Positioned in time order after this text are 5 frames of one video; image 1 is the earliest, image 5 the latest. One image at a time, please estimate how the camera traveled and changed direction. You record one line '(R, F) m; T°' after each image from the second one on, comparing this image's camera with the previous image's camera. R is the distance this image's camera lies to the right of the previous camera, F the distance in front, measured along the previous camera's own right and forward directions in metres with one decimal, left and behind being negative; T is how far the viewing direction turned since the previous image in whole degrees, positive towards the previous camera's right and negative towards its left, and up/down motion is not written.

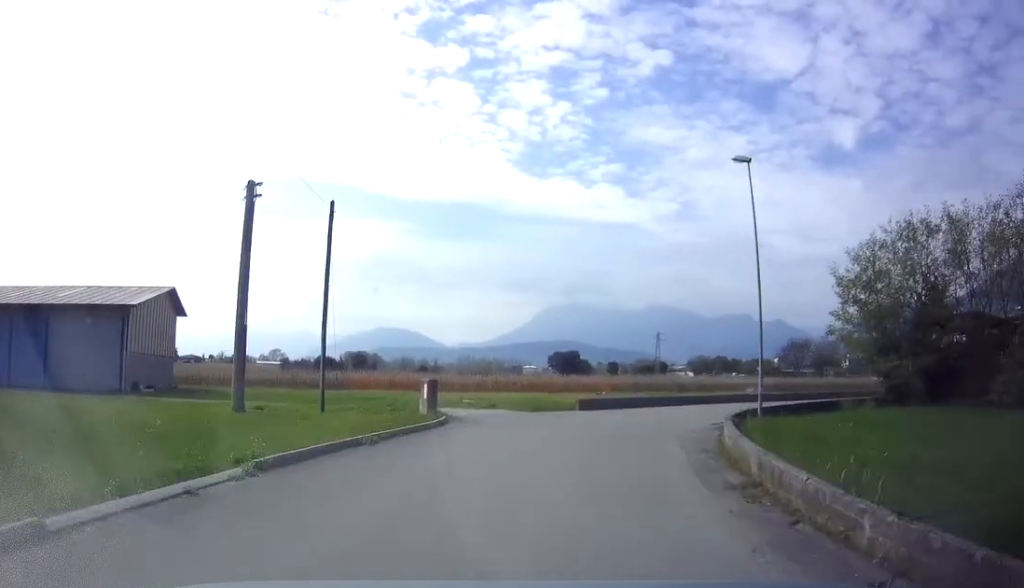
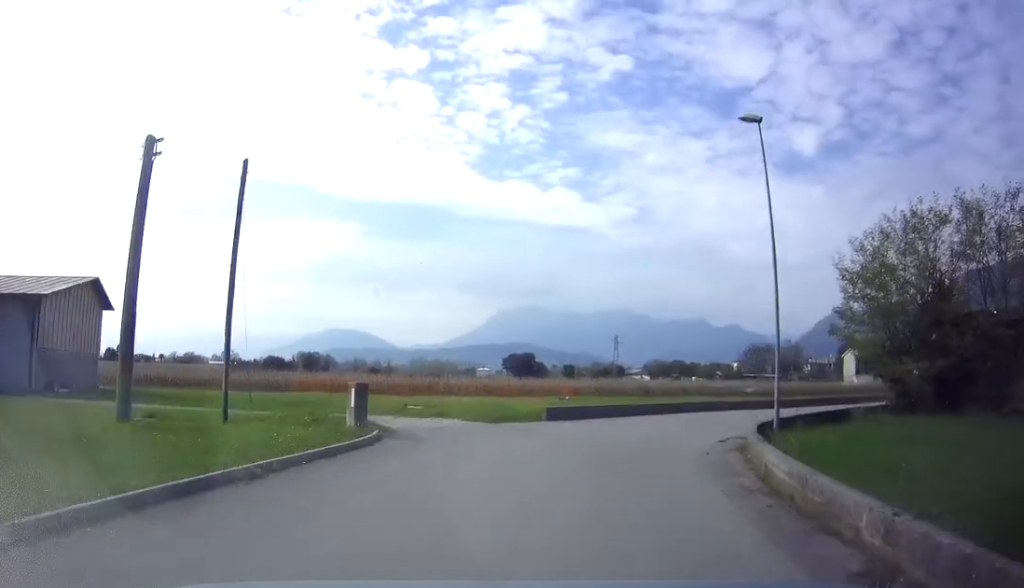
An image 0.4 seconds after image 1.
(+0.2, +3.9) m; +7°
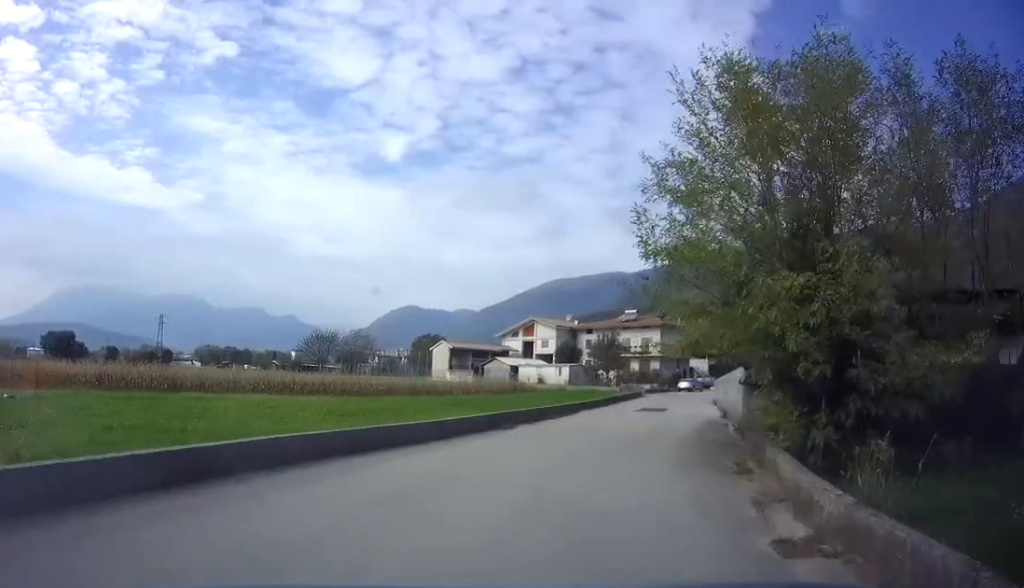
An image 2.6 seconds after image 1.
(+5.5, +16.9) m; +36°
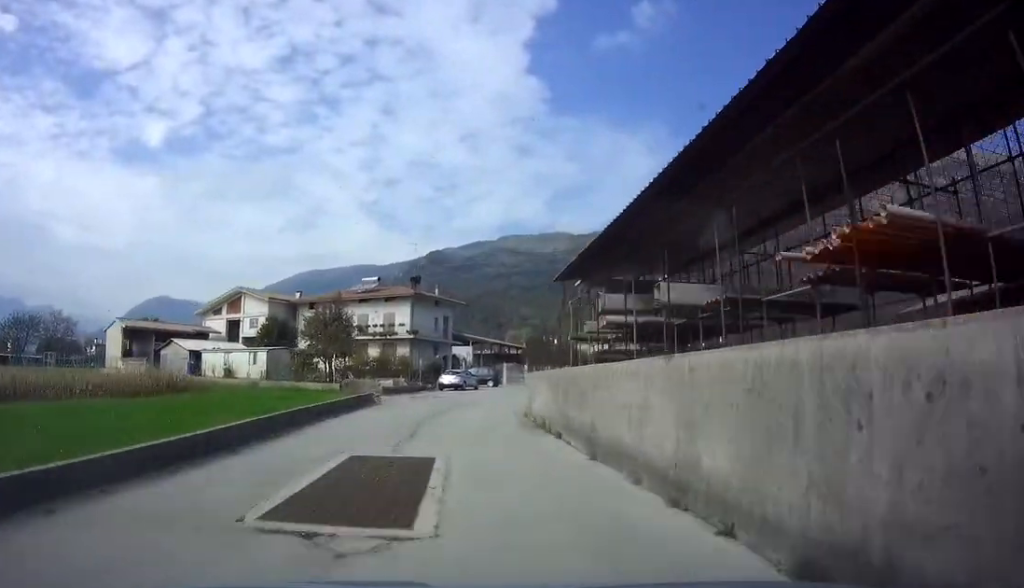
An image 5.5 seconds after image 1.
(+4.9, +23.9) m; +15°
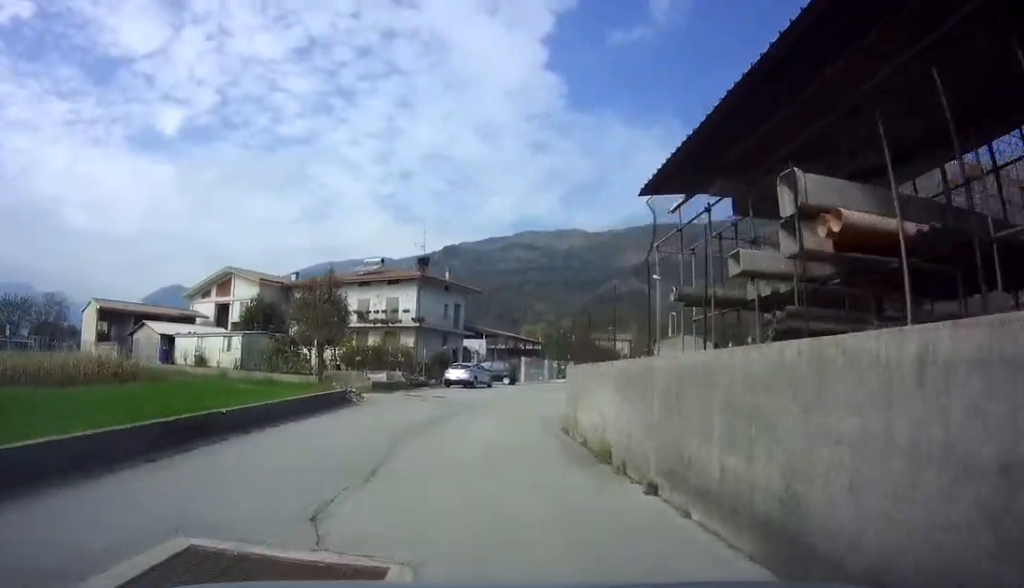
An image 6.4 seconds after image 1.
(-0.1, +7.1) m; +1°
